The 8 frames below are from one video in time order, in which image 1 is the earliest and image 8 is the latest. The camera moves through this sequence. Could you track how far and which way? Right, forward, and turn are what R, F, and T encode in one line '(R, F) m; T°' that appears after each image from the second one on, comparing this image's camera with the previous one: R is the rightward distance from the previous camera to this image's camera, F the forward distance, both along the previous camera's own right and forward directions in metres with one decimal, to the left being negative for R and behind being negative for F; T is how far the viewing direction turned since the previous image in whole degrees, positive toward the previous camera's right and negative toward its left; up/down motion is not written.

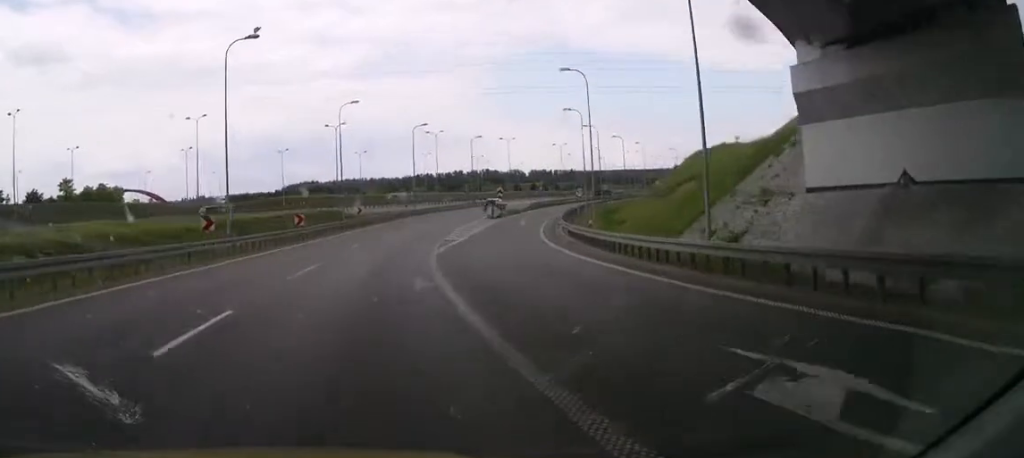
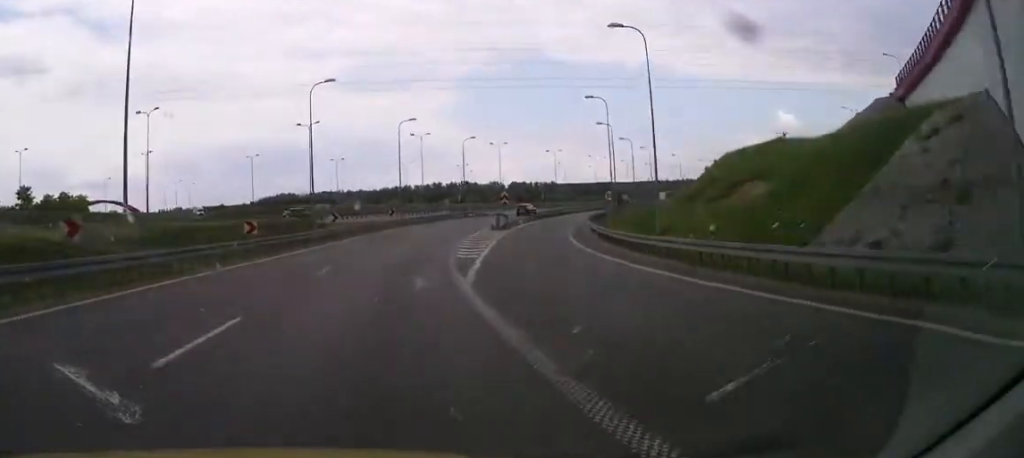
(0.0, +13.2) m; 0°
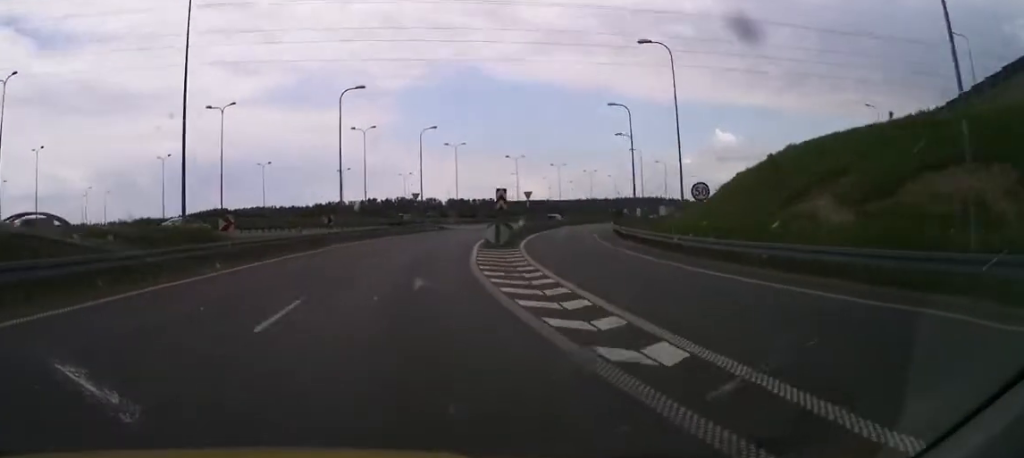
(+0.1, +23.5) m; +4°
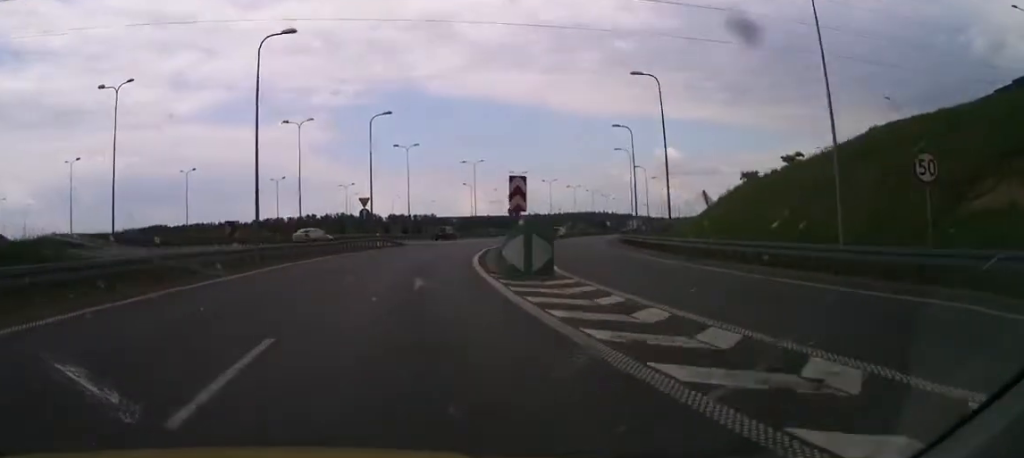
(+1.1, +18.0) m; +3°
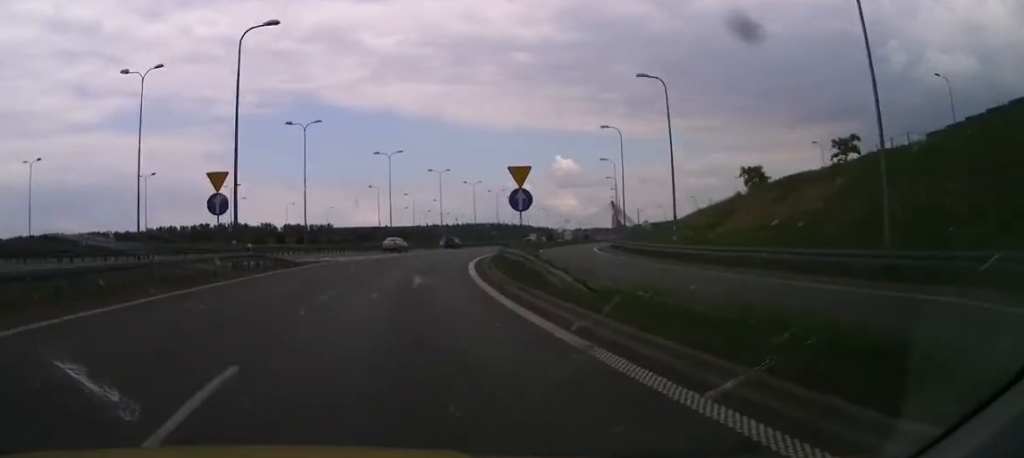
(+0.6, +27.2) m; +4°
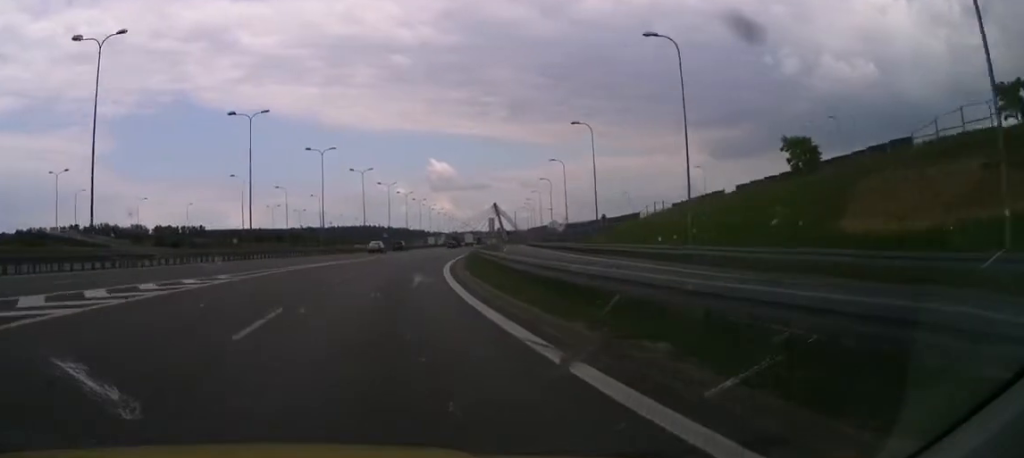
(+2.5, +29.2) m; +12°
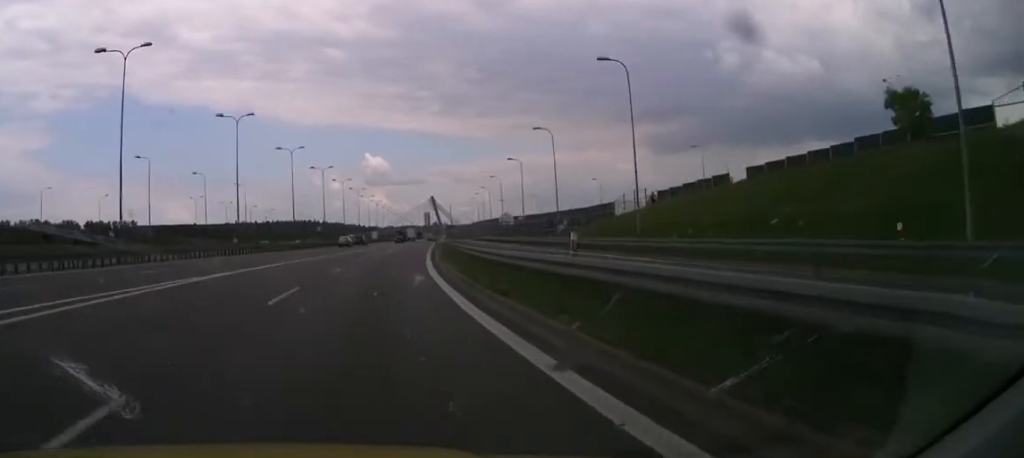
(+1.4, +18.0) m; +6°
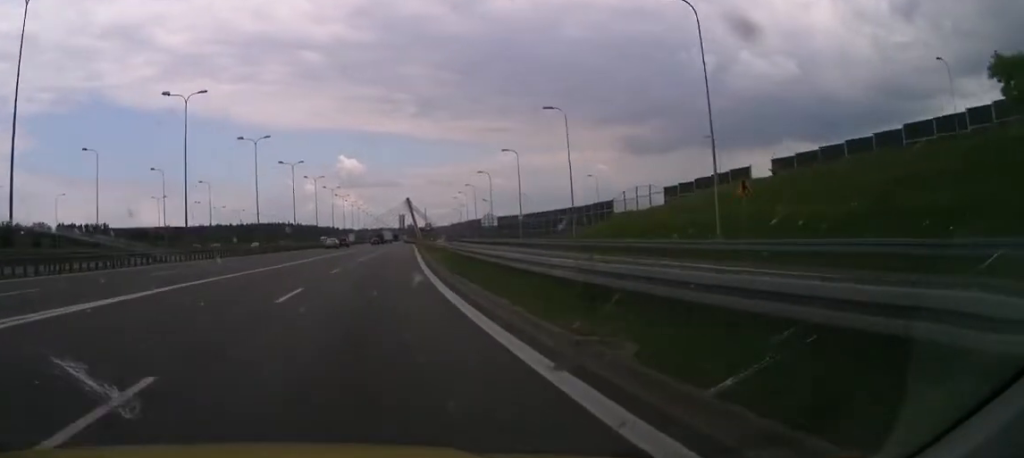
(+0.3, +10.1) m; +3°
